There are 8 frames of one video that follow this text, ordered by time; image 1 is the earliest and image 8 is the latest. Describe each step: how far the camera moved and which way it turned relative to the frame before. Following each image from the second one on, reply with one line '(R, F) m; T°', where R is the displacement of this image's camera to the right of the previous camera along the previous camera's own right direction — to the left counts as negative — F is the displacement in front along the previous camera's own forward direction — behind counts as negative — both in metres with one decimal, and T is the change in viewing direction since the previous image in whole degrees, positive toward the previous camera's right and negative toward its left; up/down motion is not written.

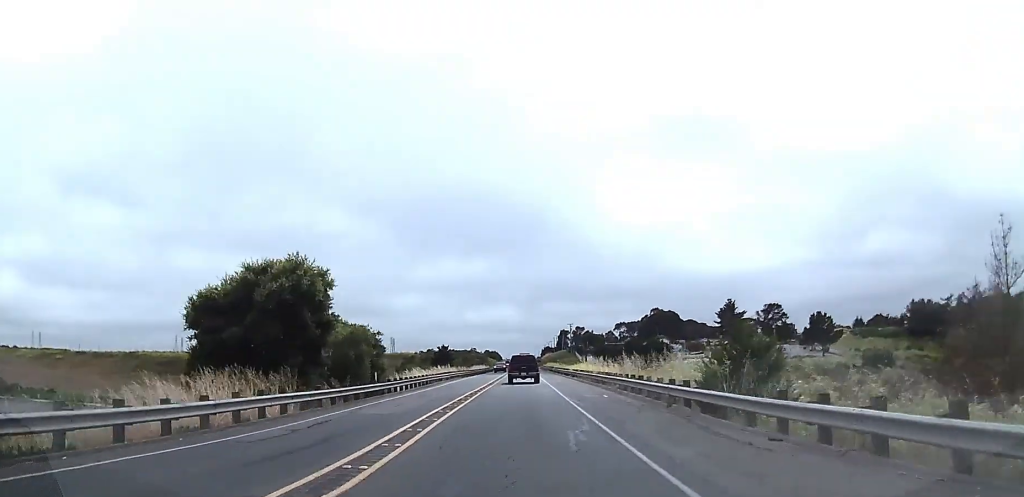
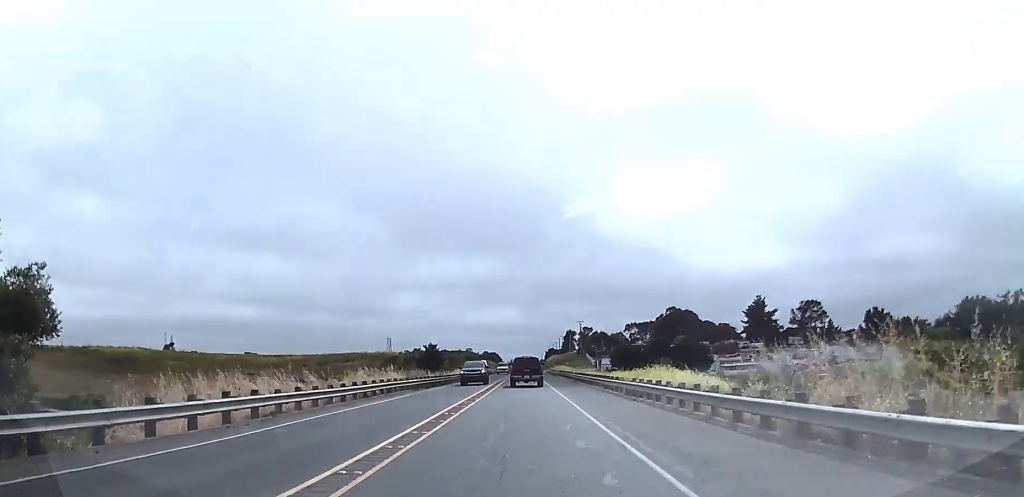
(+0.3, +35.1) m; +1°
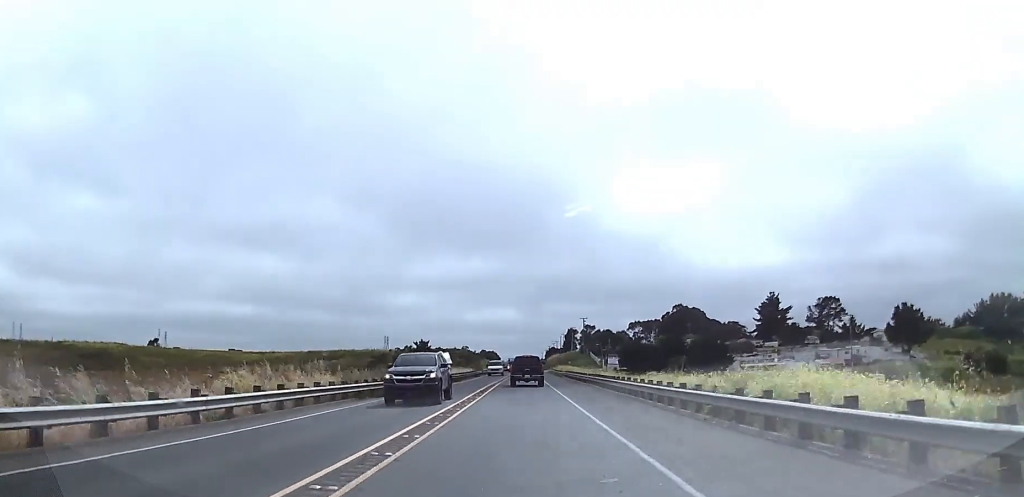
(0.0, +15.1) m; 0°
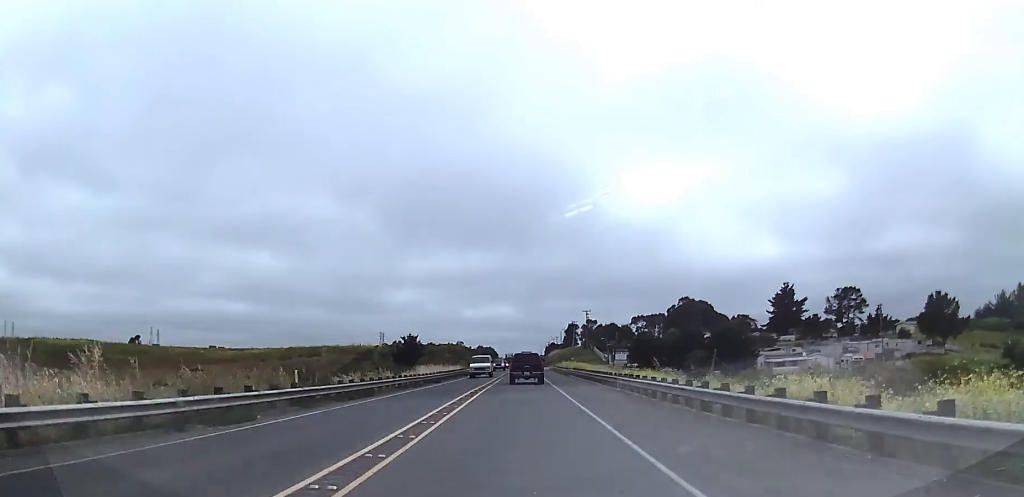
(+0.1, +16.0) m; 0°
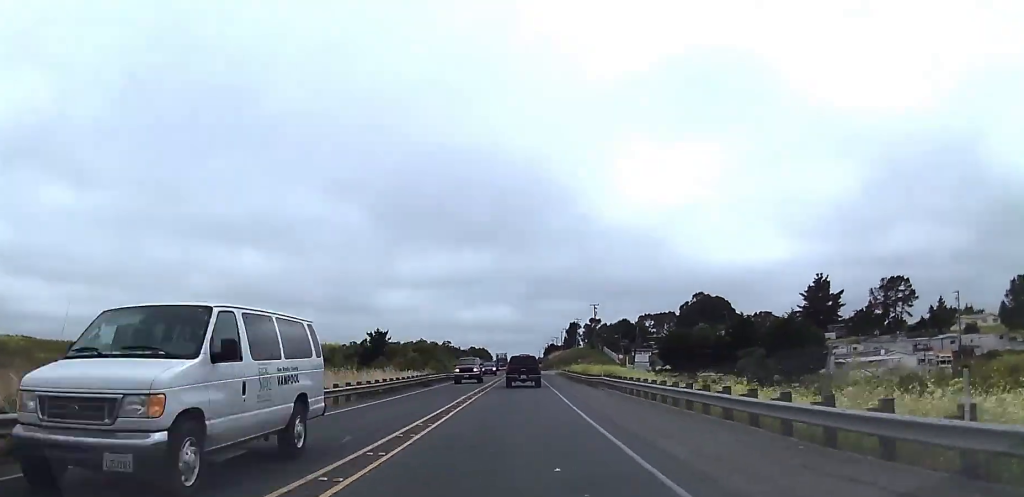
(-0.4, +30.9) m; -1°
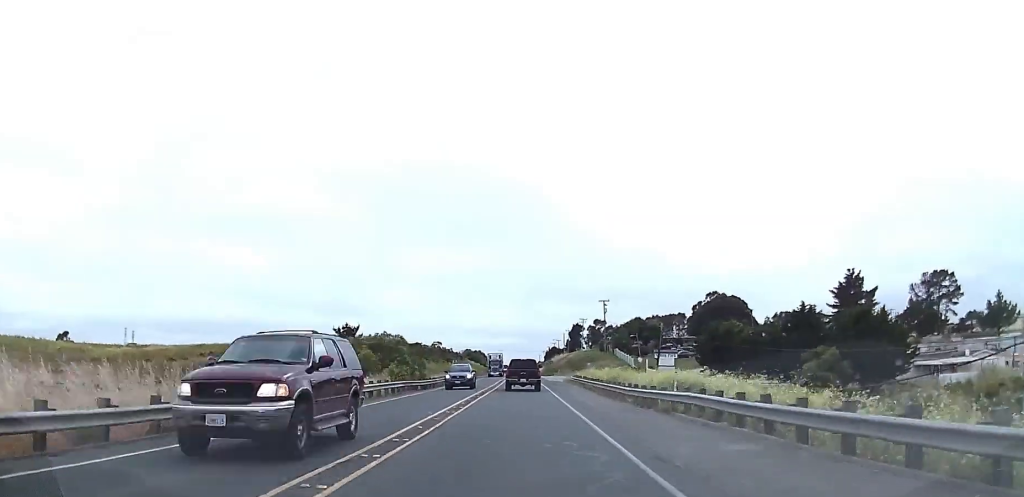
(-0.2, +21.8) m; +1°
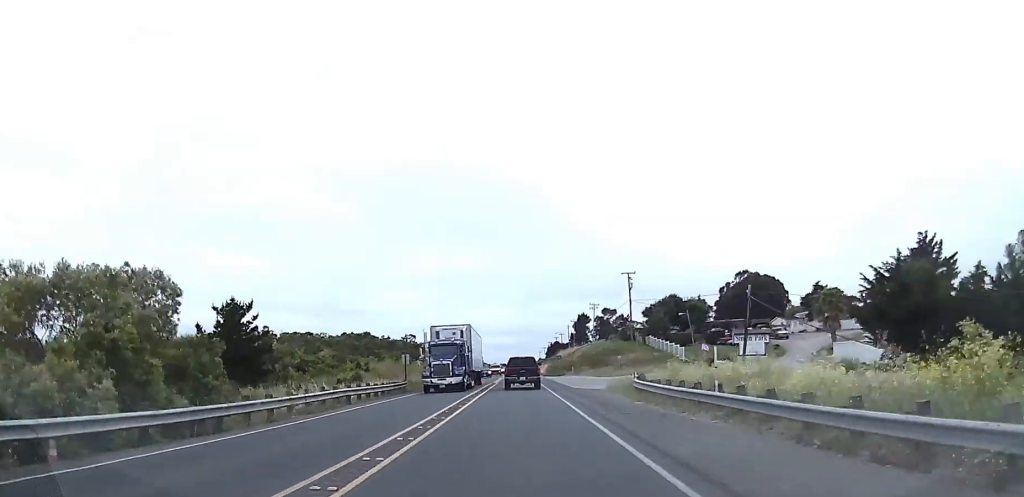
(0.0, +40.1) m; -1°
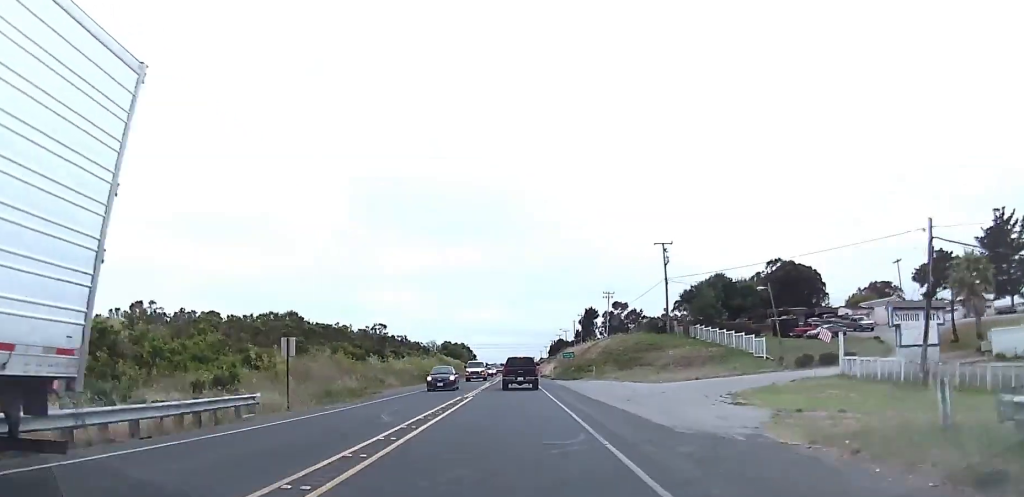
(+0.3, +28.9) m; +1°
